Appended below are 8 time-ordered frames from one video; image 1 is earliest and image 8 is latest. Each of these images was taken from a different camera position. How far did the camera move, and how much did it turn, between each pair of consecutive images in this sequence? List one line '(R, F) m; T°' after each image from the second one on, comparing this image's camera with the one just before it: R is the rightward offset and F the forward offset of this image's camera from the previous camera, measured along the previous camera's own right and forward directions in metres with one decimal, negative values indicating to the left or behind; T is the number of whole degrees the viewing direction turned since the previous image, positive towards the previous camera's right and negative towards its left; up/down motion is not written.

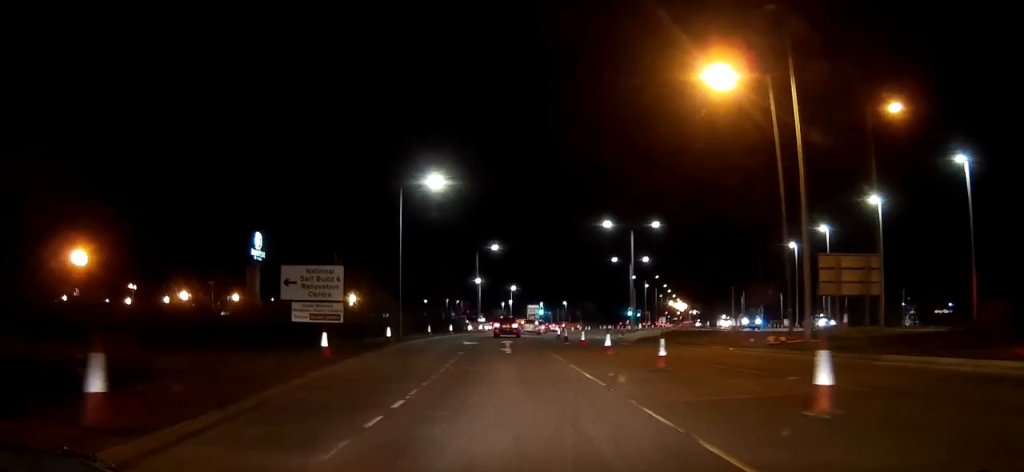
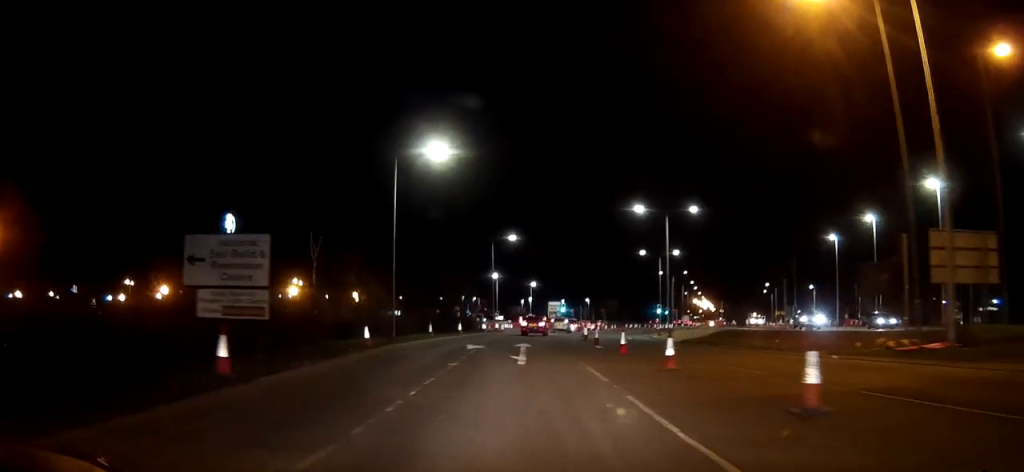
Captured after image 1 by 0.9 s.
(-0.2, +8.5) m; -2°
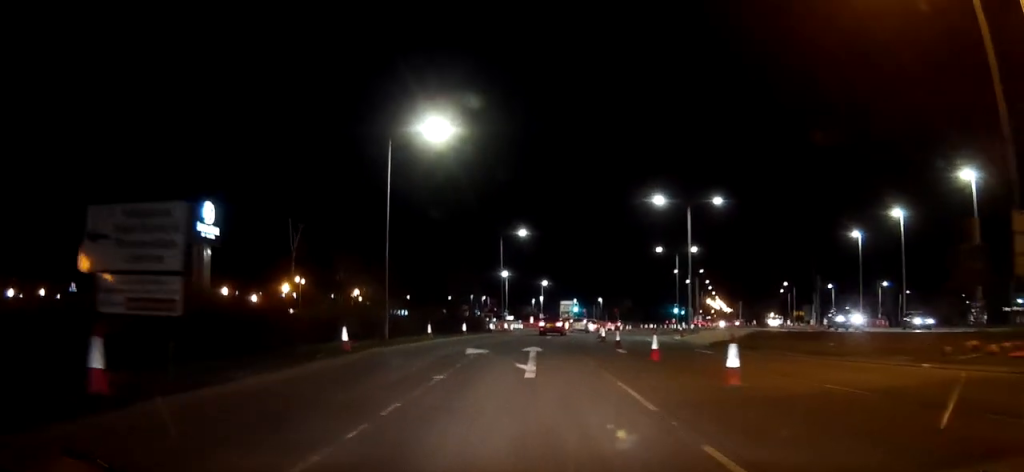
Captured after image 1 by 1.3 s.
(0.0, +4.7) m; -1°
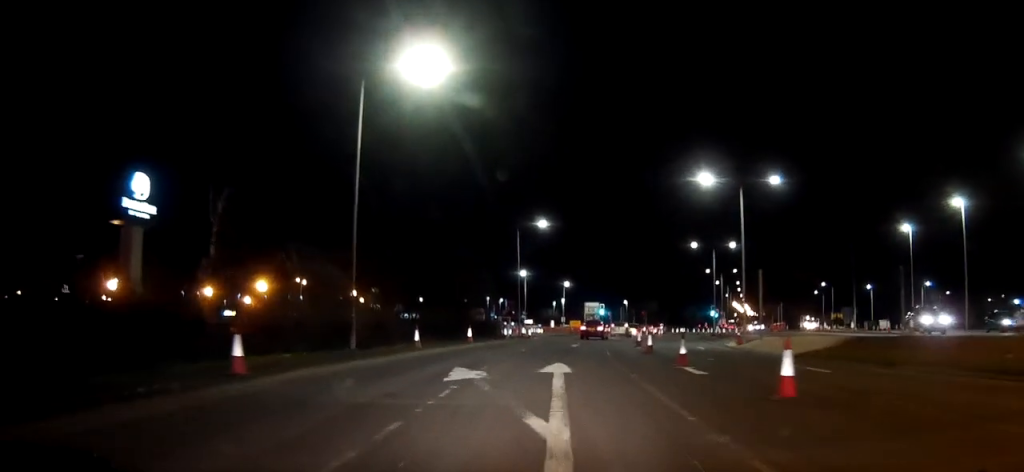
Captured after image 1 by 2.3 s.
(-0.1, +9.8) m; -1°
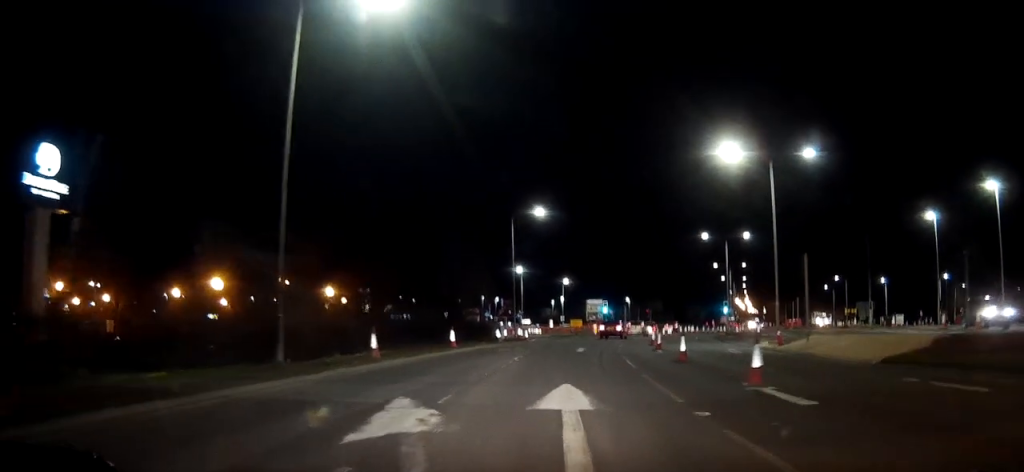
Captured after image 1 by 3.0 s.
(0.0, +7.1) m; -1°
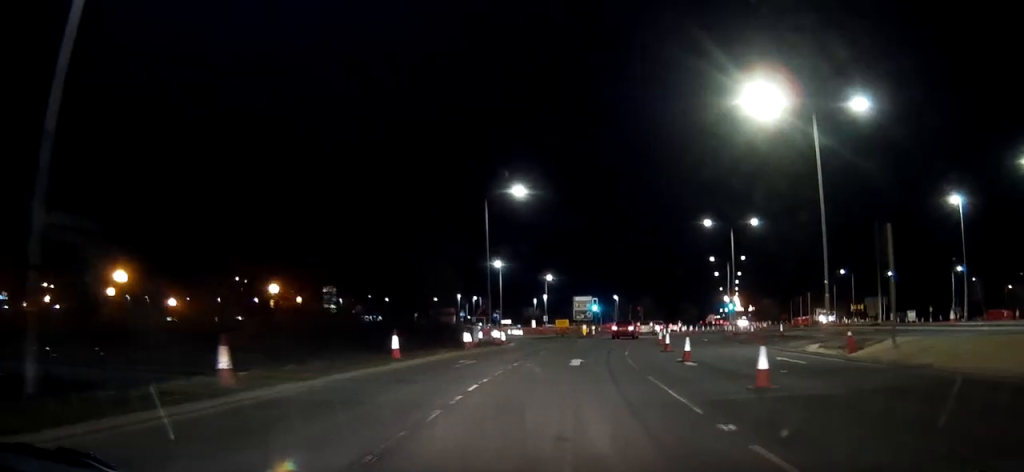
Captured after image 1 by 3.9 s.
(-0.1, +9.4) m; -1°
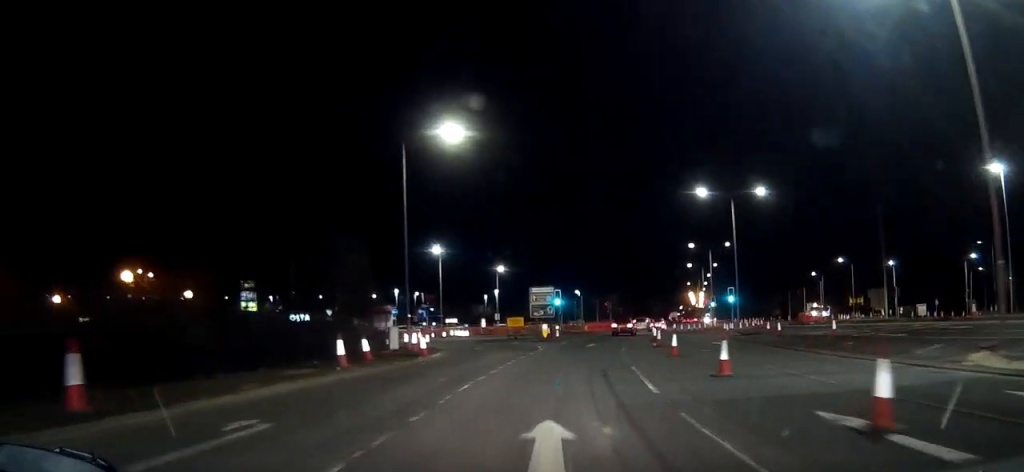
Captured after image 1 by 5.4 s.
(+0.1, +15.2) m; +2°
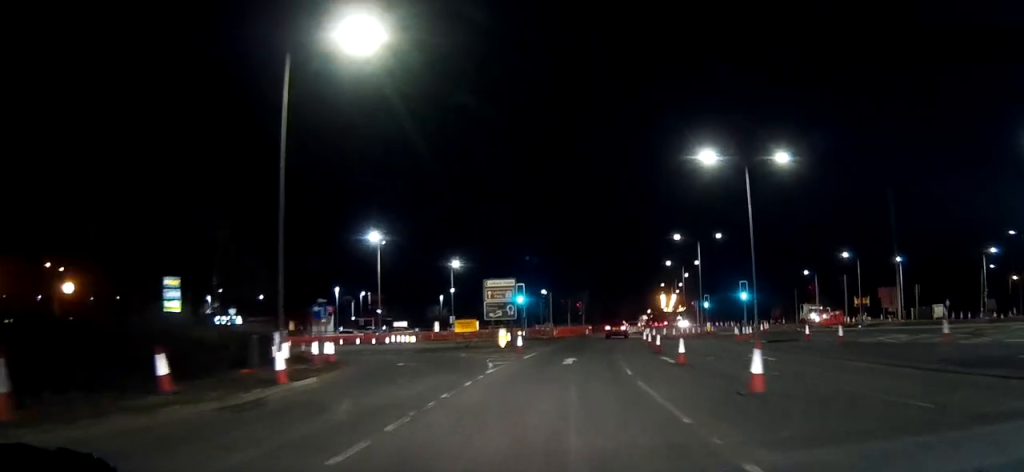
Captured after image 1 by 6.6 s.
(+0.1, +12.2) m; +5°
